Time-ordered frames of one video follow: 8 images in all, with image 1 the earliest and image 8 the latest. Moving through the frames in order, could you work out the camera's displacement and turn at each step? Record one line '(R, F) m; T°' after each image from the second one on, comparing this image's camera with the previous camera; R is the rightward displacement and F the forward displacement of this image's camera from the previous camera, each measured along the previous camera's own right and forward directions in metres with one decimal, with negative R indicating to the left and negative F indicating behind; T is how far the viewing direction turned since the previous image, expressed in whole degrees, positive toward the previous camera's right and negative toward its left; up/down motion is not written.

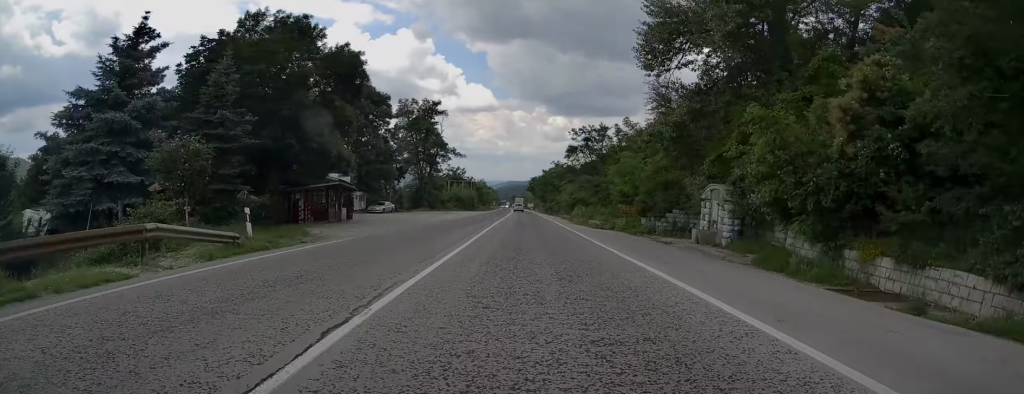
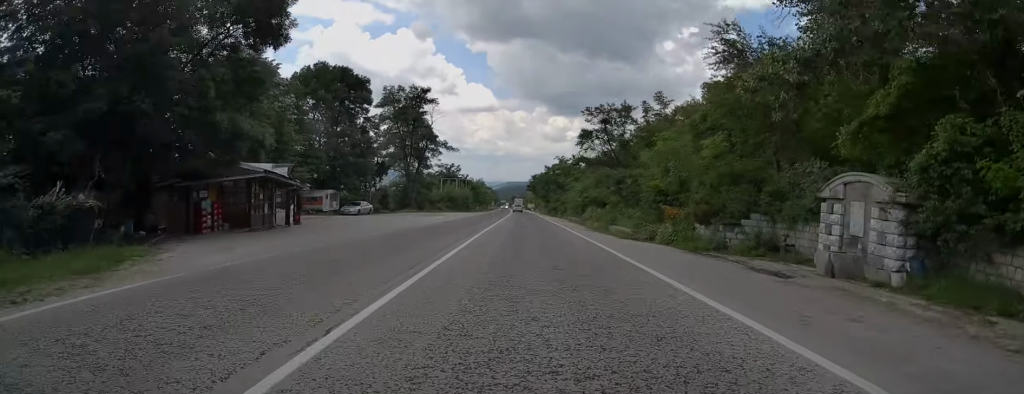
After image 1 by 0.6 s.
(-0.1, +11.0) m; 0°
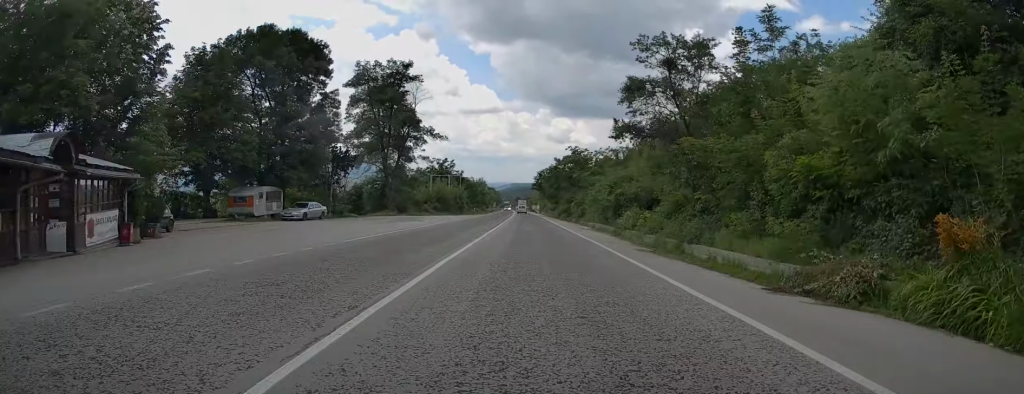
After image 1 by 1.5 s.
(+0.3, +16.4) m; 0°
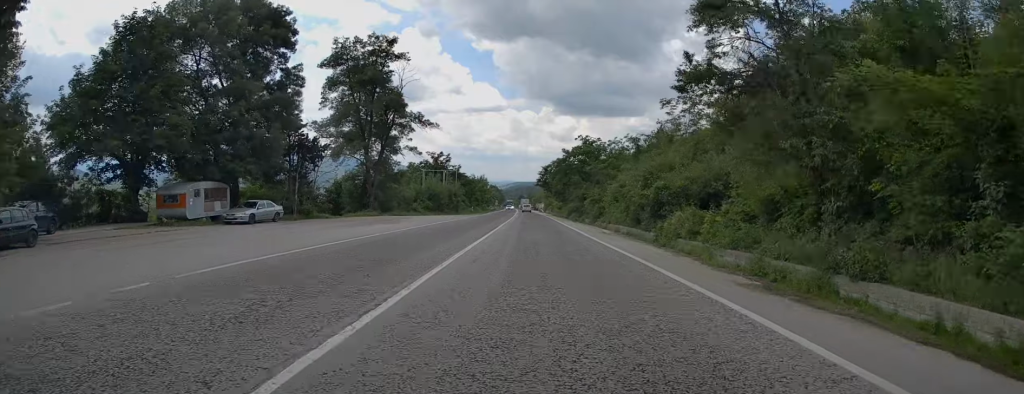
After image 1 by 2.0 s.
(-0.2, +9.7) m; 0°
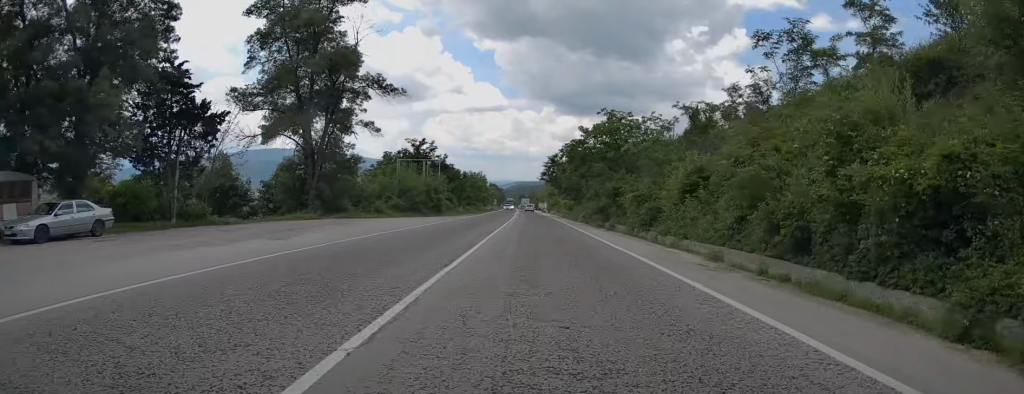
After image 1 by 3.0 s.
(+0.1, +17.6) m; 0°
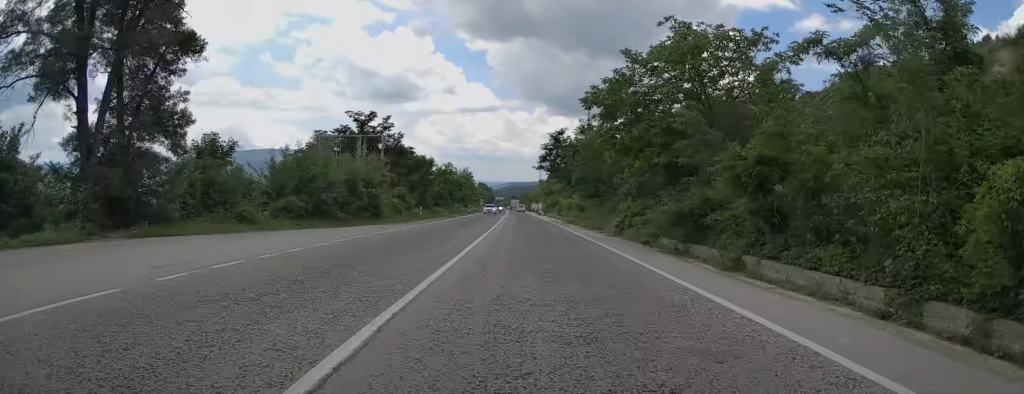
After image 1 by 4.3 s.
(-0.2, +23.0) m; 0°
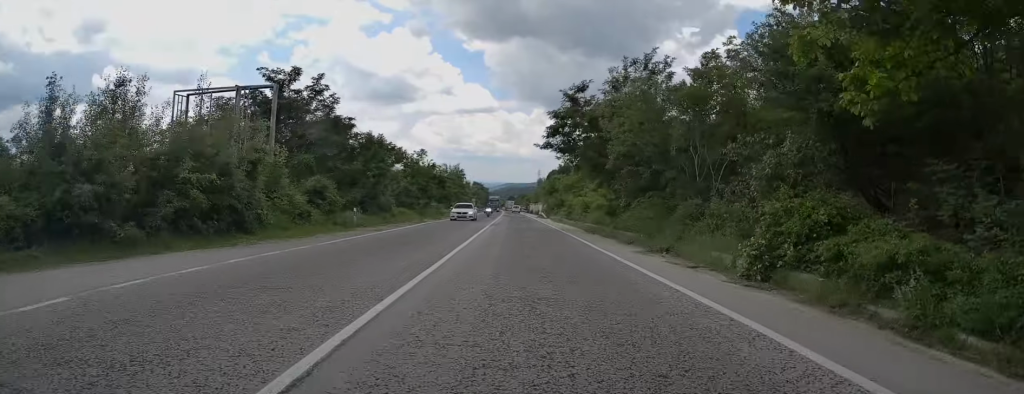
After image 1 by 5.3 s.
(+0.3, +18.3) m; 0°
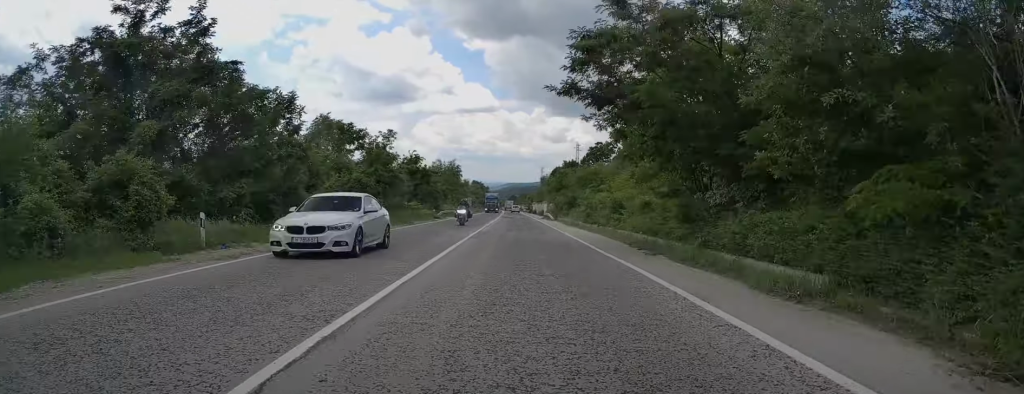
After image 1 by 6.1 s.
(-0.2, +14.7) m; 0°
